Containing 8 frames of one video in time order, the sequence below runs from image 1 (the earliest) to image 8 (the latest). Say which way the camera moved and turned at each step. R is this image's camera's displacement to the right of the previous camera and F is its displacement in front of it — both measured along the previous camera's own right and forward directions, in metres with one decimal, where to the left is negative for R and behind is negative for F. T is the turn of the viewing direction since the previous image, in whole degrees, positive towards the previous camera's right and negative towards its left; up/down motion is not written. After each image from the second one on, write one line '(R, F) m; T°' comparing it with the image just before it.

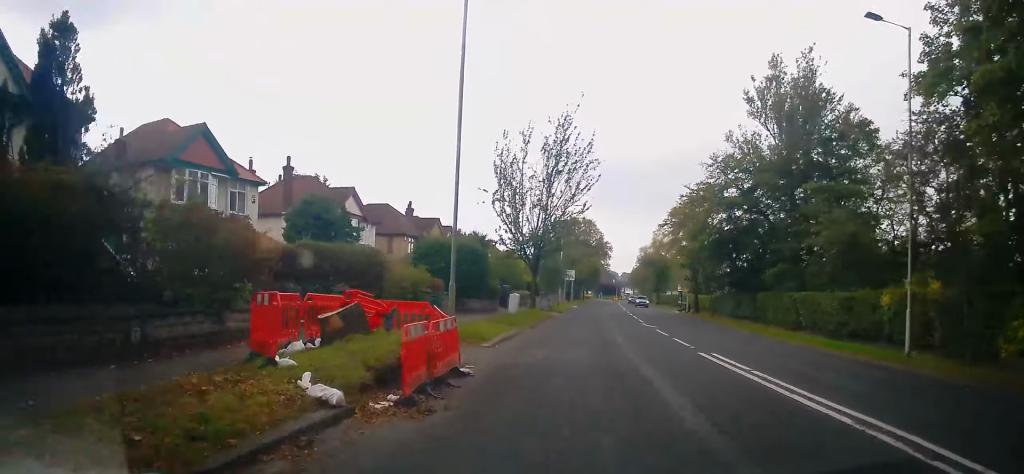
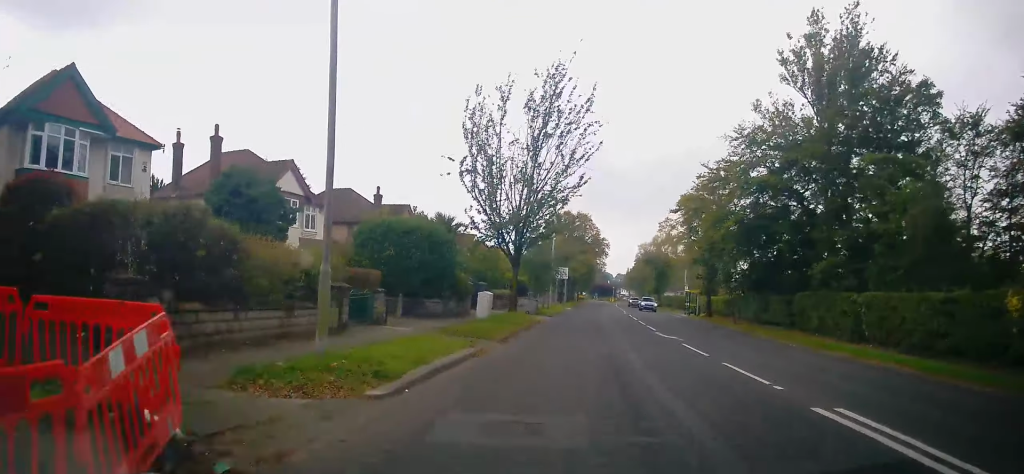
(+0.5, +8.3) m; +2°
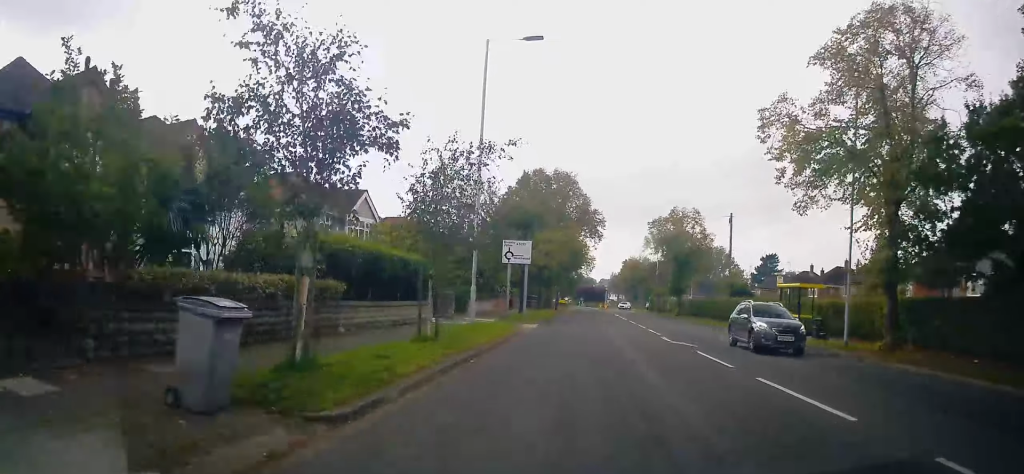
(-0.3, +34.2) m; +1°
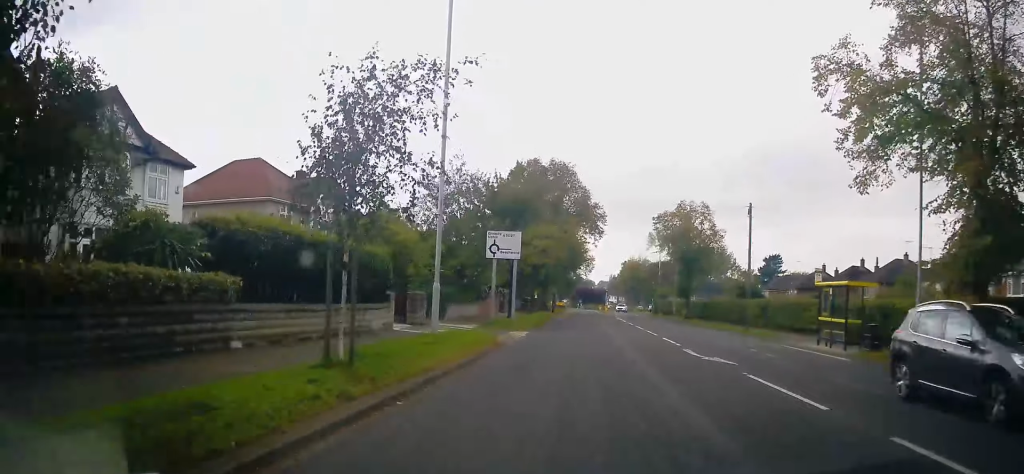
(+0.2, +5.4) m; +1°
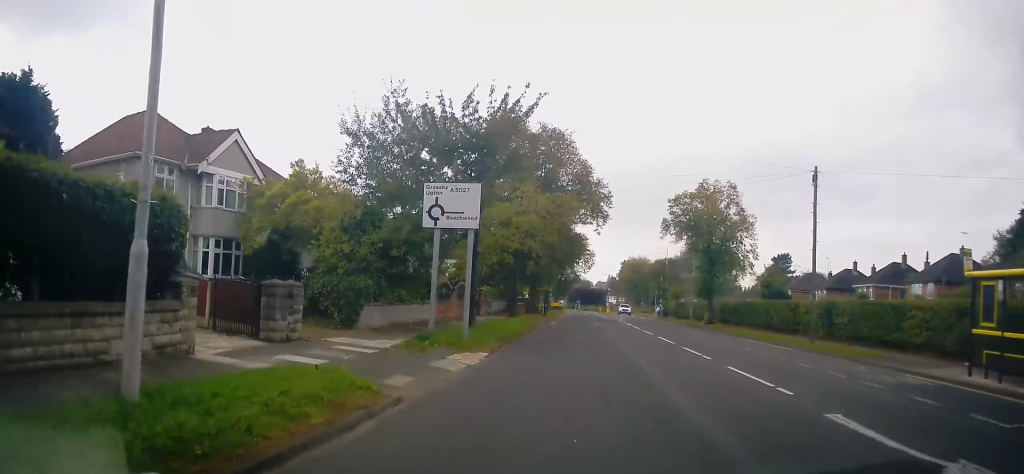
(-0.1, +11.2) m; -1°
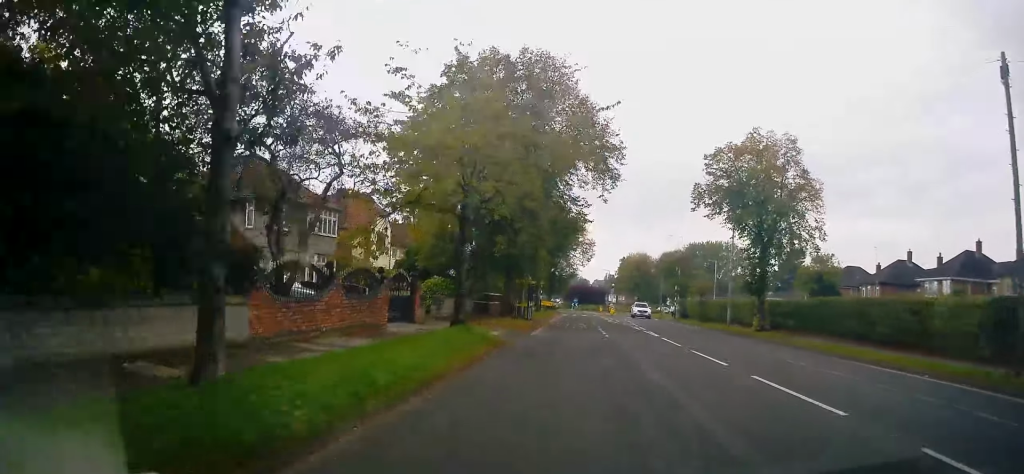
(0.0, +14.8) m; 0°
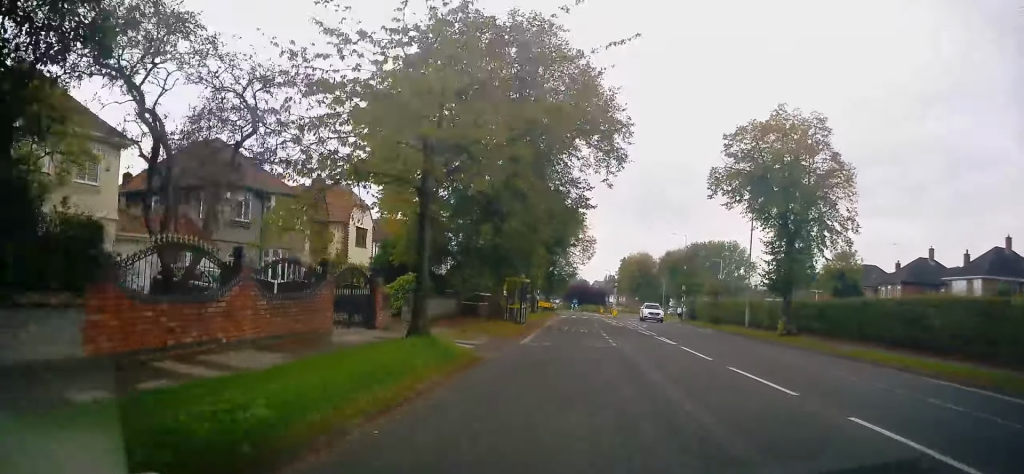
(0.0, +4.6) m; 0°
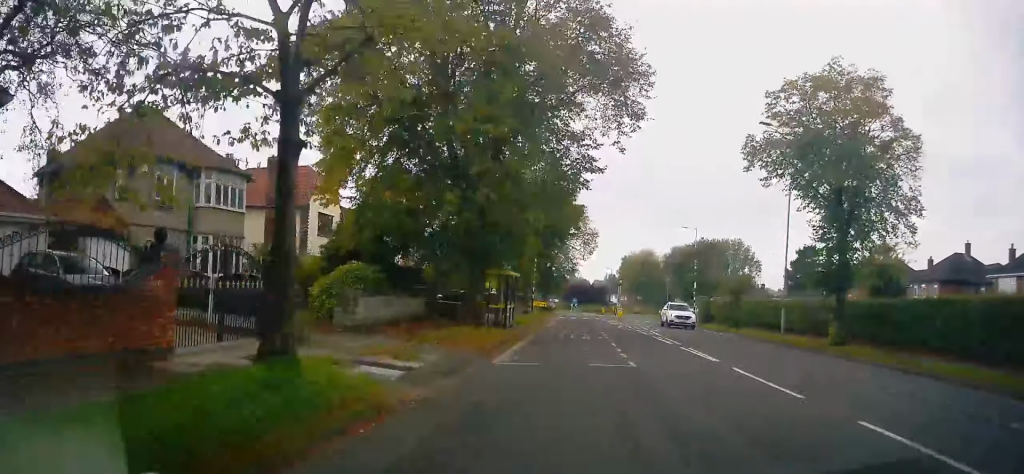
(0.0, +6.7) m; +1°
